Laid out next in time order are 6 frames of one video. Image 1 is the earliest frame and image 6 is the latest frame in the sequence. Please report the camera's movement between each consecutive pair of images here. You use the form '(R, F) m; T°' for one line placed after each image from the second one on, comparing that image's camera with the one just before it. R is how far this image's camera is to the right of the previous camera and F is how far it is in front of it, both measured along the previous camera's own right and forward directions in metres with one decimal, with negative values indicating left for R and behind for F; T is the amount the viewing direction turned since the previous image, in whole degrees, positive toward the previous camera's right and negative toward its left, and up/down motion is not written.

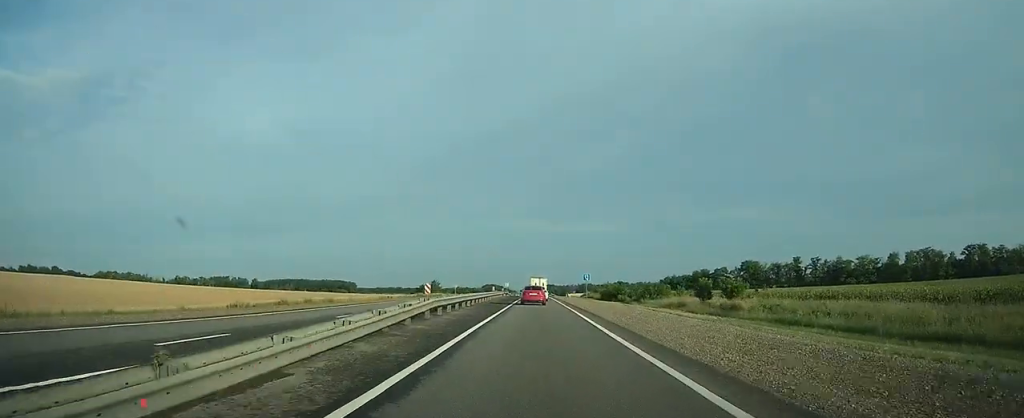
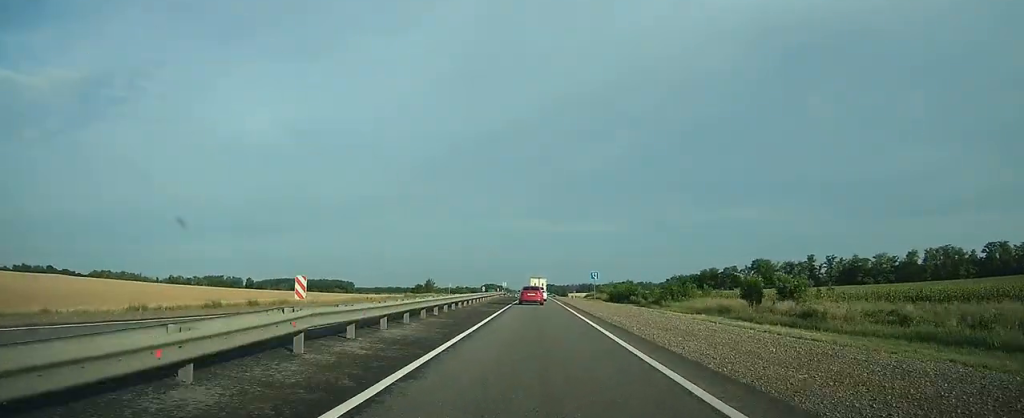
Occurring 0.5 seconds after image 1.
(0.0, +11.5) m; 0°
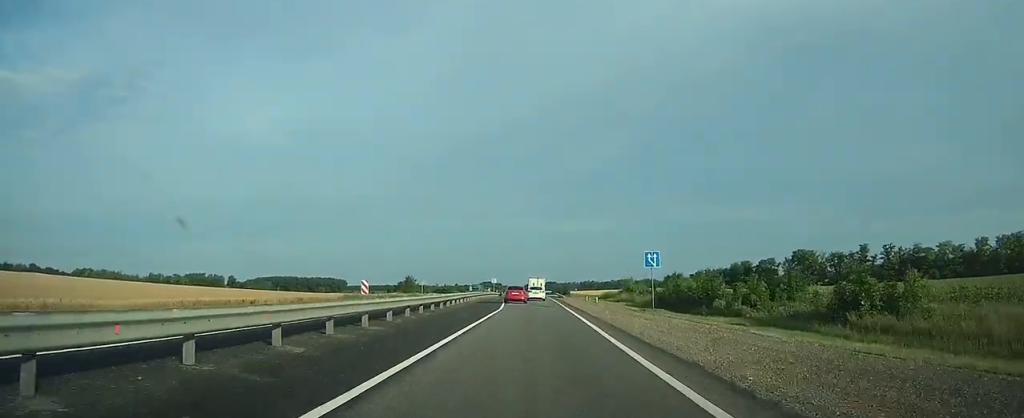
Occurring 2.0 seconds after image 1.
(0.0, +35.6) m; 0°
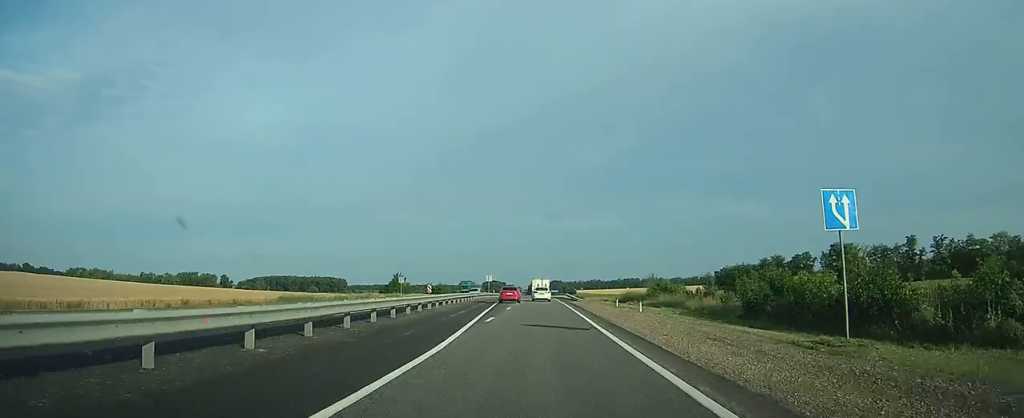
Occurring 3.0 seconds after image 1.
(0.0, +21.9) m; 0°
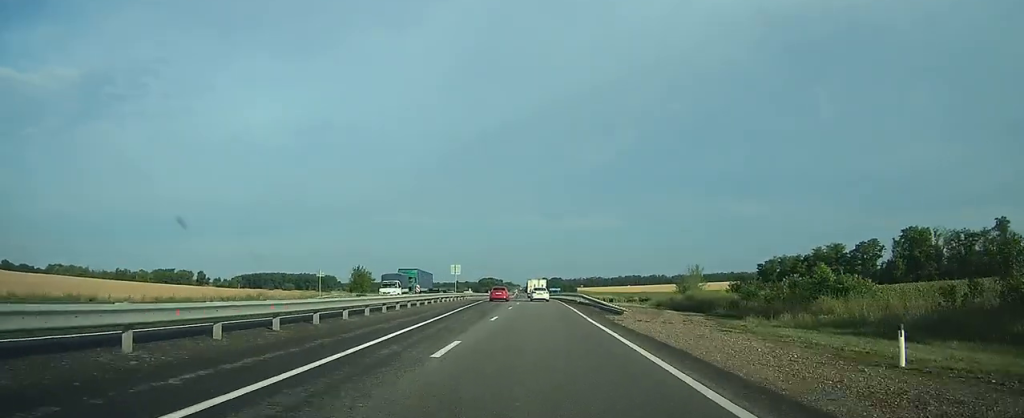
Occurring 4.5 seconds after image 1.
(0.0, +35.1) m; 0°
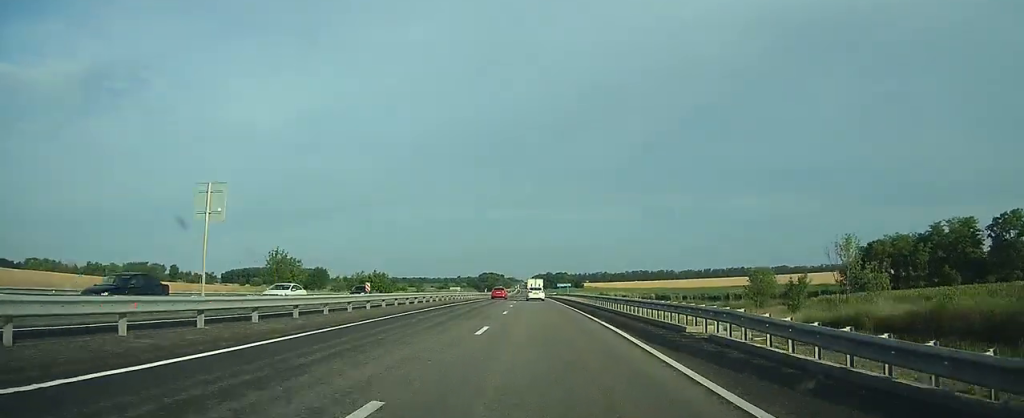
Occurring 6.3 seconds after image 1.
(0.0, +40.4) m; 0°
